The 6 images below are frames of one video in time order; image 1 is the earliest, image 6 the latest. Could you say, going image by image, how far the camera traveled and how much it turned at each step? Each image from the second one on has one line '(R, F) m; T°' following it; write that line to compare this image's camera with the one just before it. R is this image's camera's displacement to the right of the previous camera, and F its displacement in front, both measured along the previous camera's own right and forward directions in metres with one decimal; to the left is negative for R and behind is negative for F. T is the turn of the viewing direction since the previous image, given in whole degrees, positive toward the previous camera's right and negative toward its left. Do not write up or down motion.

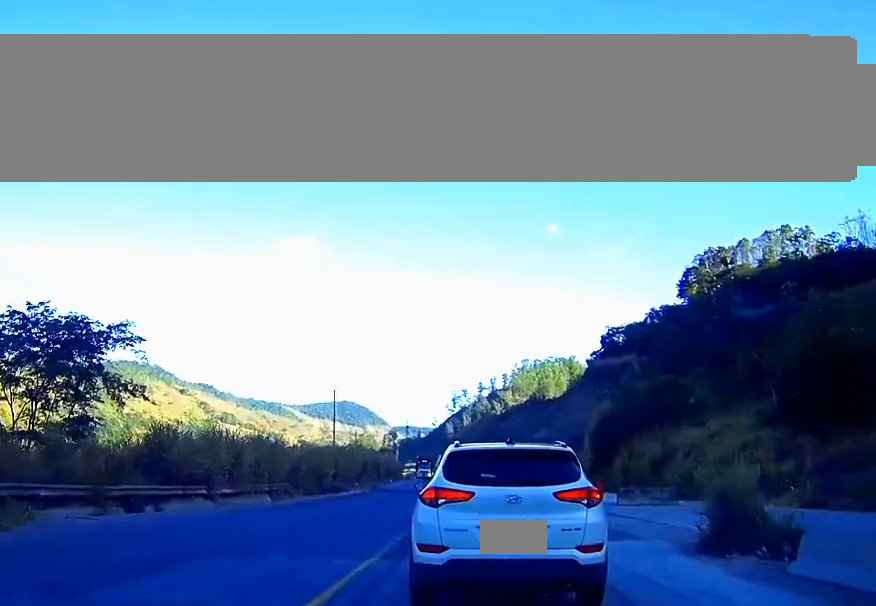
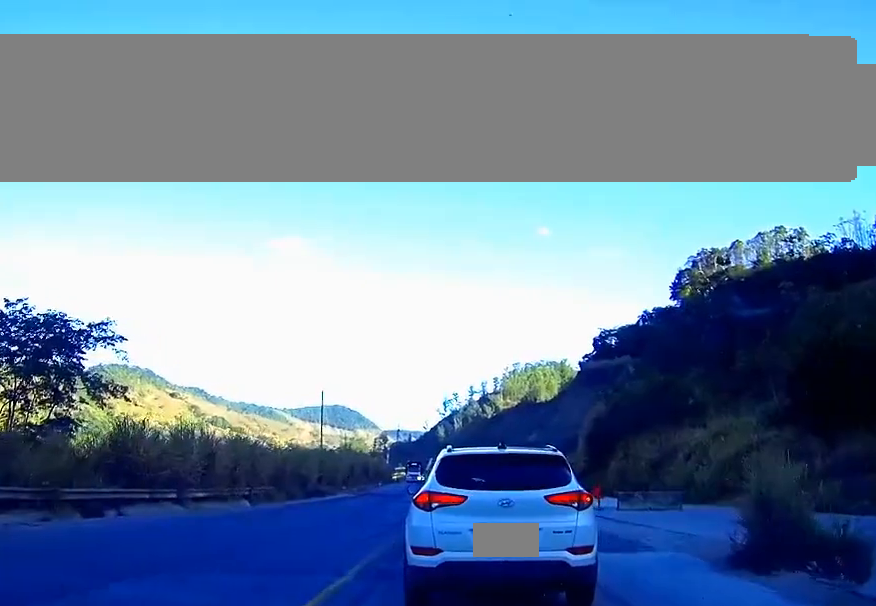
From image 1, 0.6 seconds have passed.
(0.0, +2.3) m; +2°
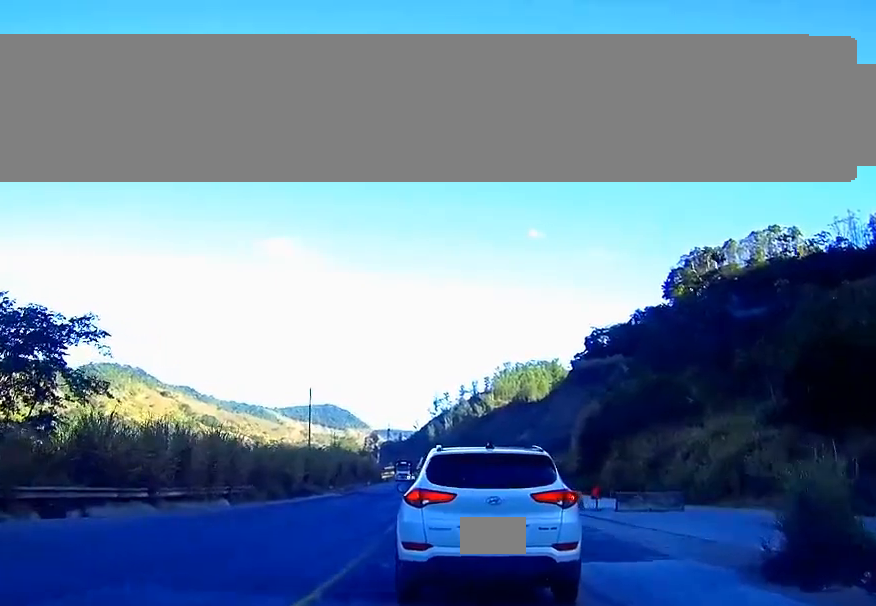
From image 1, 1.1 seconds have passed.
(+0.1, +1.8) m; +2°
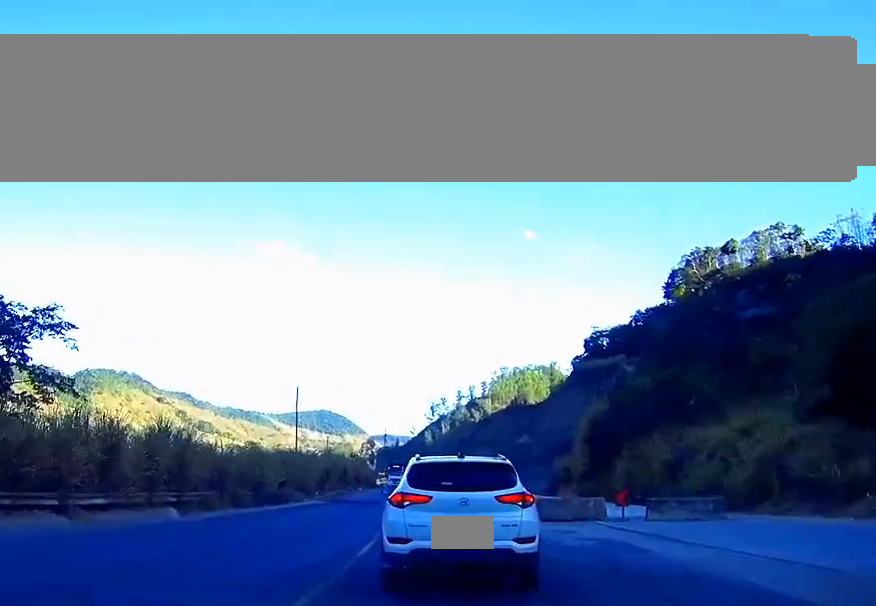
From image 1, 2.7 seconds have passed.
(+0.1, +5.8) m; 0°
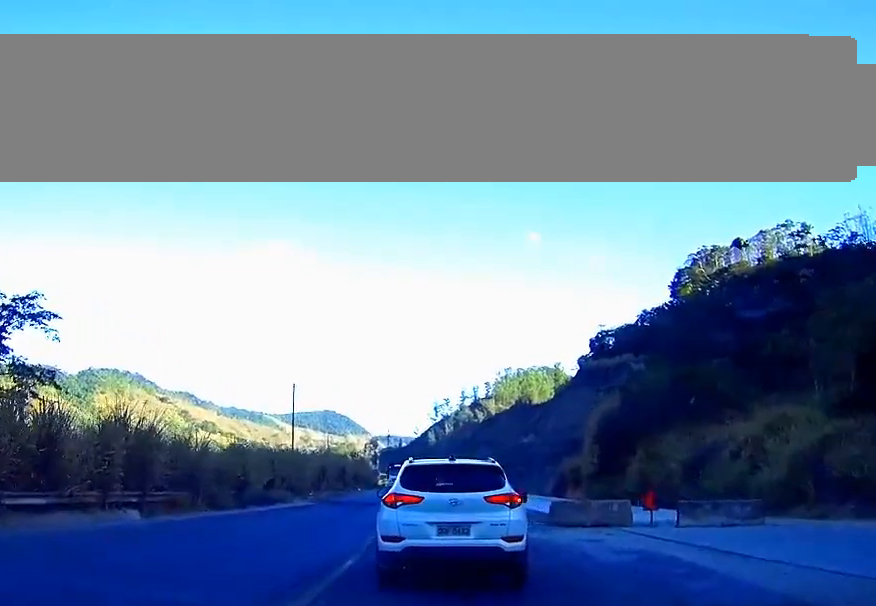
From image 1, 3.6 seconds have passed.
(-0.1, +3.5) m; -2°
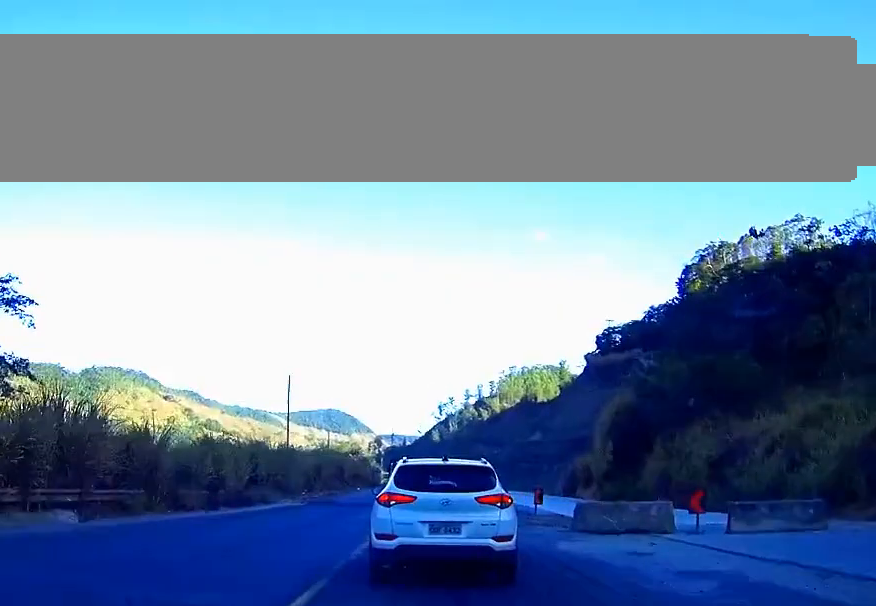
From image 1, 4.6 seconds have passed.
(-0.1, +4.4) m; -1°
